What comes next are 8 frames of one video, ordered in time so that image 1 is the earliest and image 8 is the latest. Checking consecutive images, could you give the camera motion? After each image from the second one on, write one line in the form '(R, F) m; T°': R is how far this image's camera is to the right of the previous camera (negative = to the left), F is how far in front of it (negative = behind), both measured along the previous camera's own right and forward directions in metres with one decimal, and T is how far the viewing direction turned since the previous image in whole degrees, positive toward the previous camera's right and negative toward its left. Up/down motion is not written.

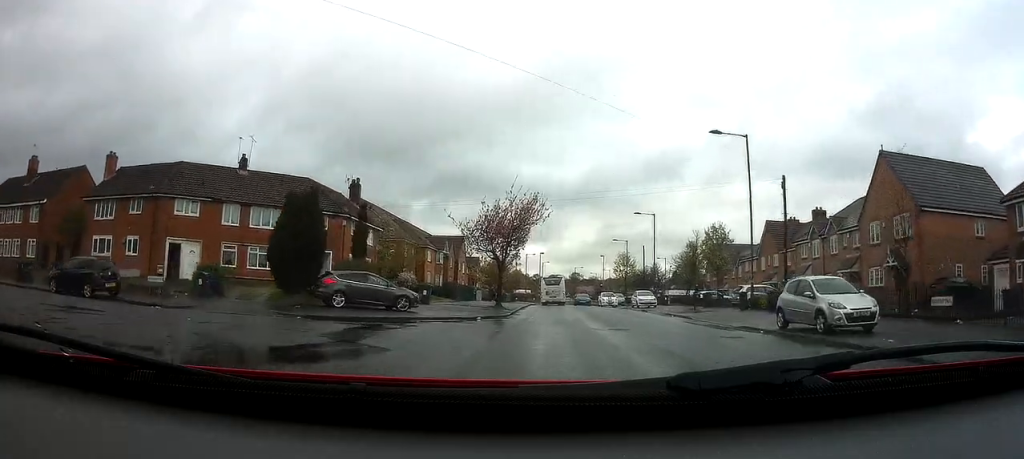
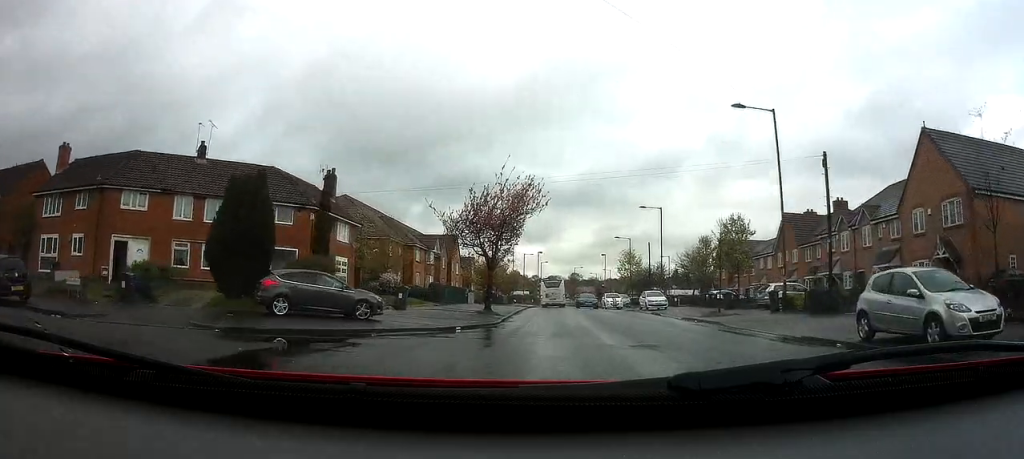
(0.0, +5.0) m; 0°
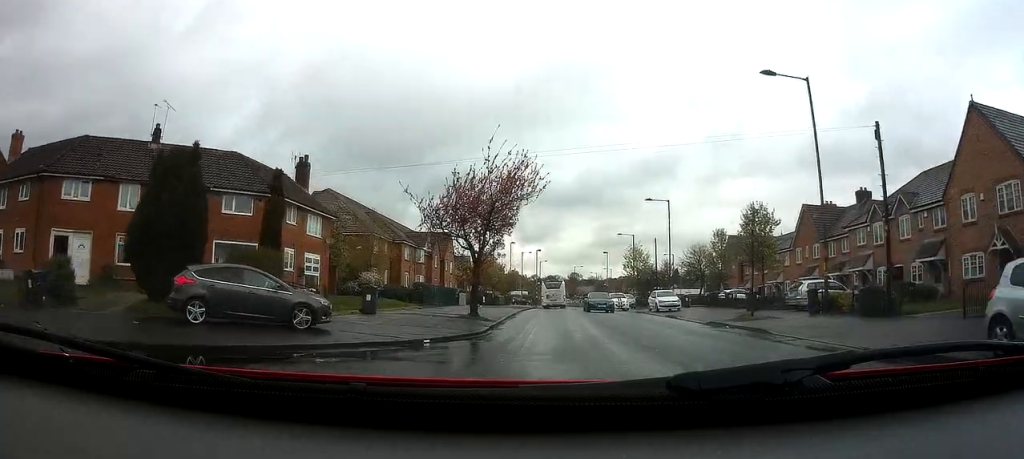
(0.0, +4.6) m; 0°
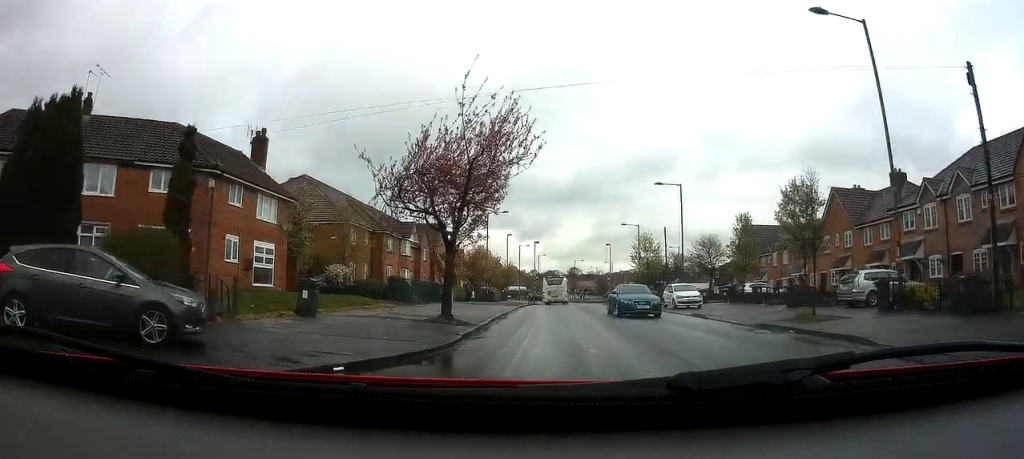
(0.0, +5.8) m; 0°
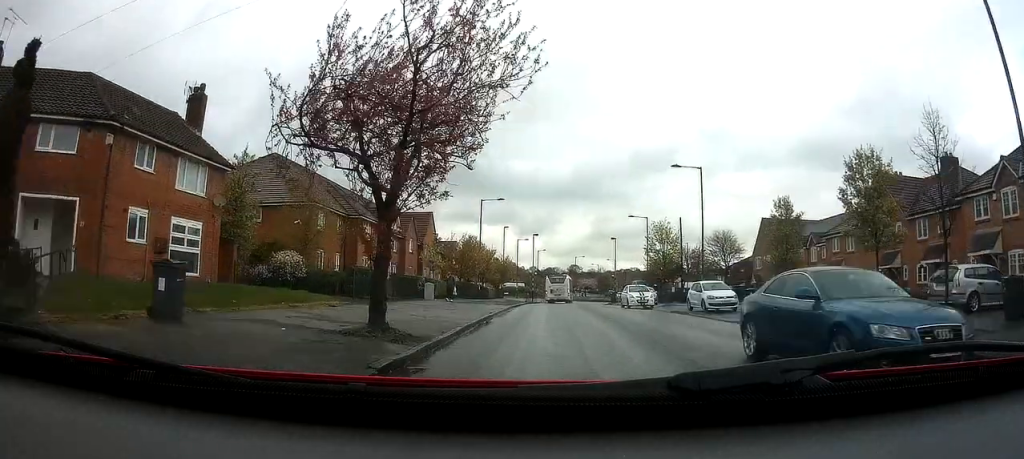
(0.0, +6.6) m; 0°
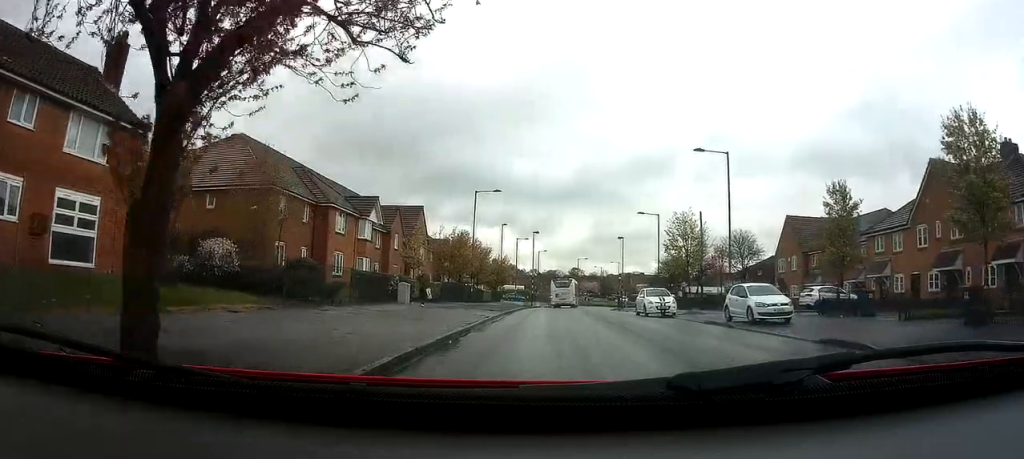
(+0.1, +6.1) m; 0°
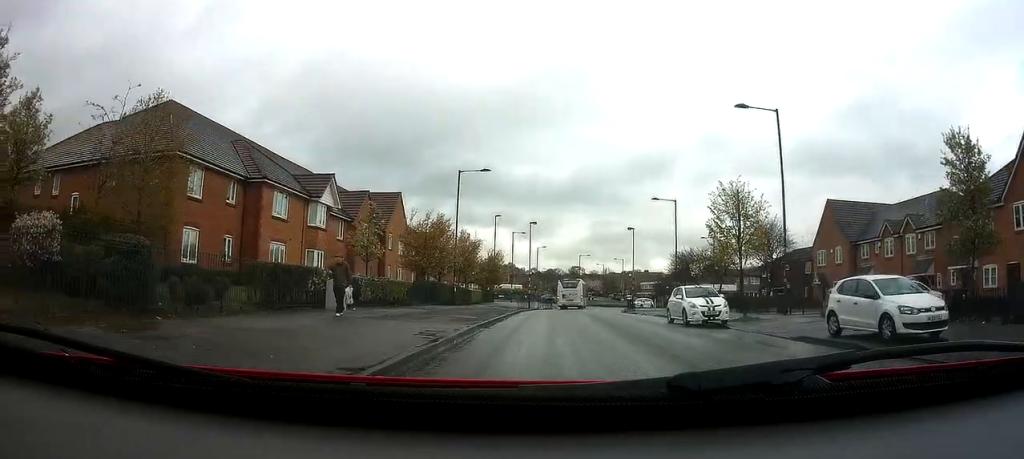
(0.0, +8.9) m; 0°
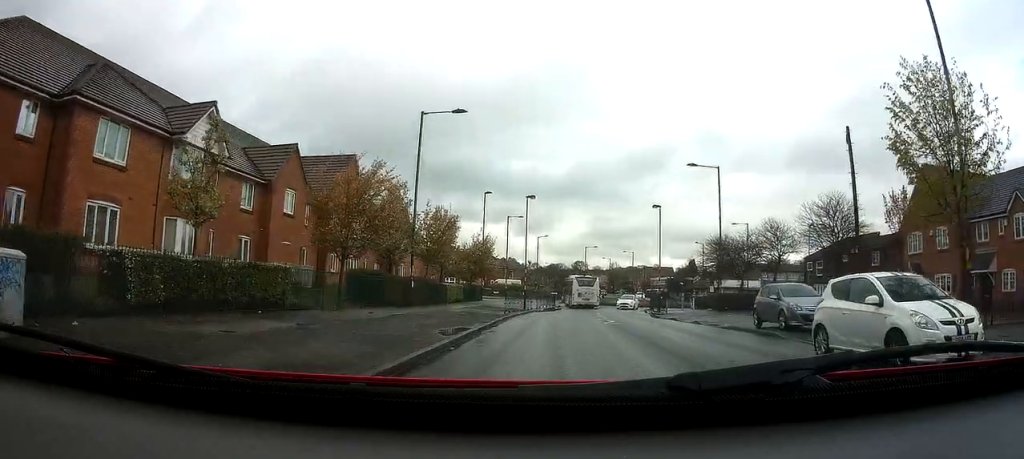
(-0.1, +13.7) m; -1°
